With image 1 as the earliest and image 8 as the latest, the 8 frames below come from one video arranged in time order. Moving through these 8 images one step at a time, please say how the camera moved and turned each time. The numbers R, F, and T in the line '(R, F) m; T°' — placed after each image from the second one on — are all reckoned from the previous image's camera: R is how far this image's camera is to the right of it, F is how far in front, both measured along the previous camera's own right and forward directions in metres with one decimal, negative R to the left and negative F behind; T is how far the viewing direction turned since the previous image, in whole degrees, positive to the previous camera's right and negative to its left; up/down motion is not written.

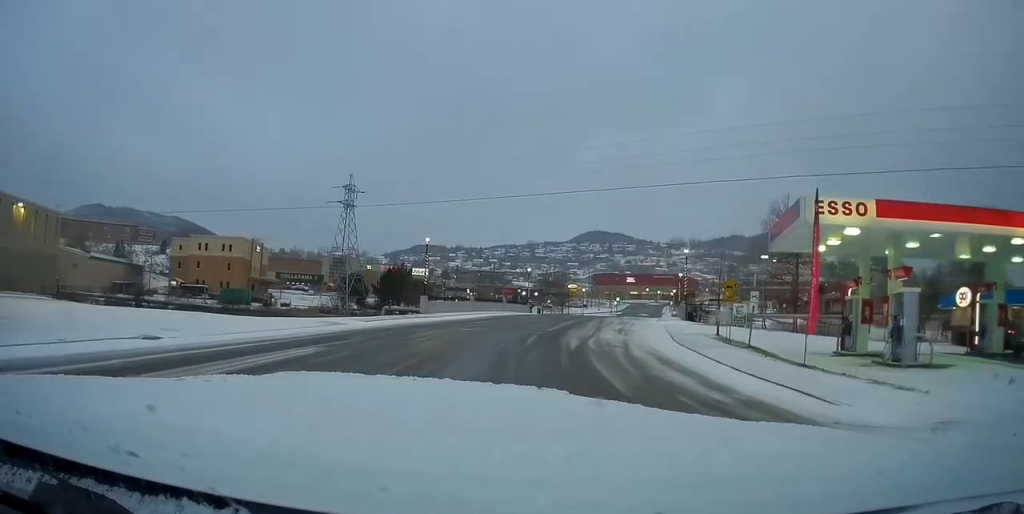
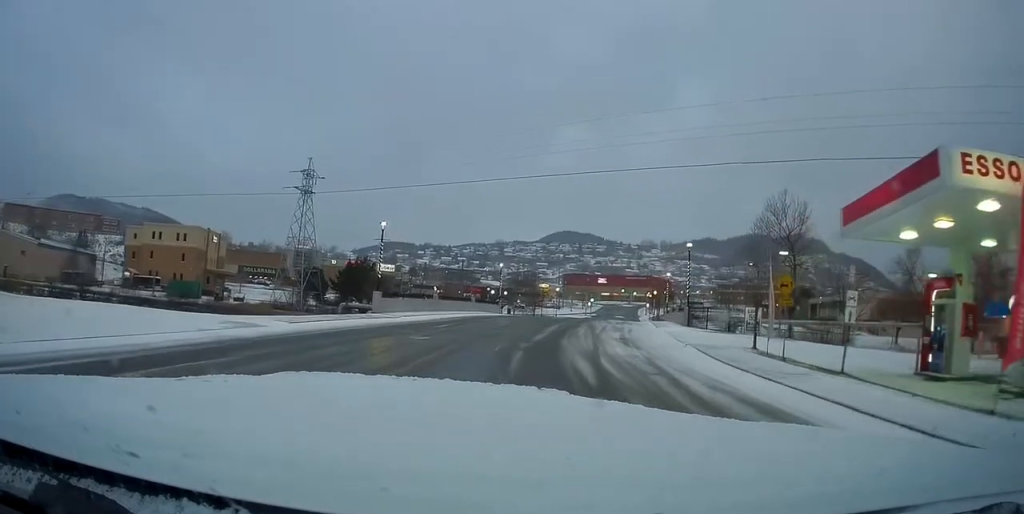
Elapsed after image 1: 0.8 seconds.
(+0.5, +7.2) m; +2°
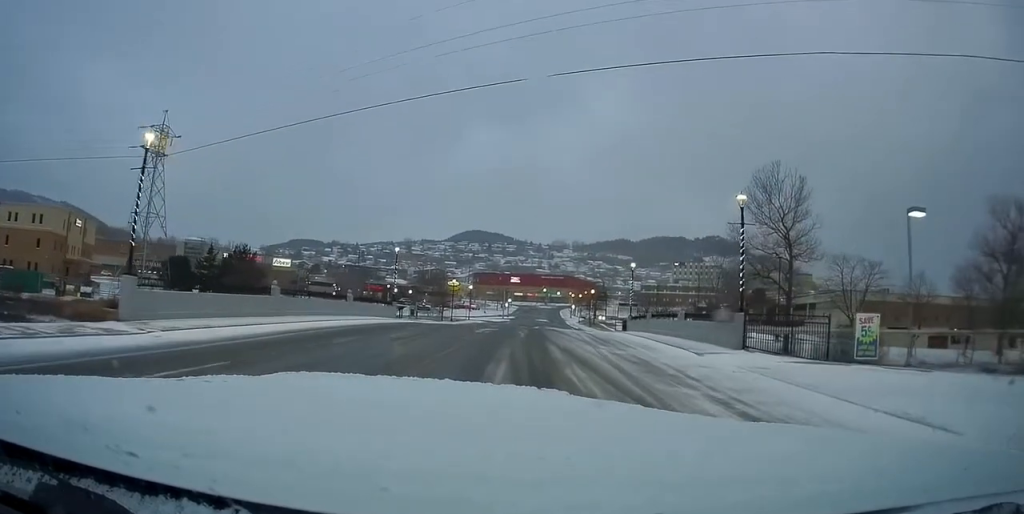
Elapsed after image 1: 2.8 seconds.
(+2.1, +21.8) m; +12°
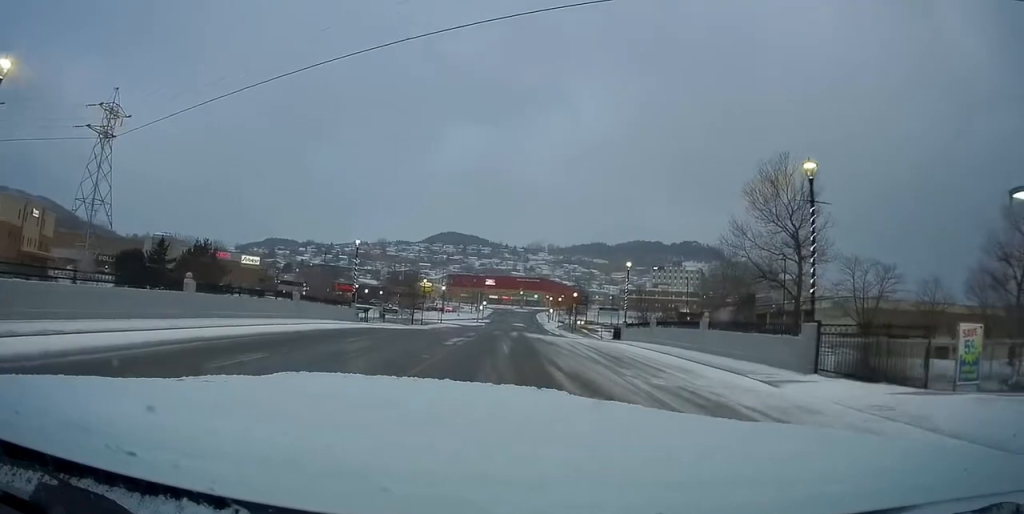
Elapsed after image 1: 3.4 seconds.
(+0.2, +6.8) m; +4°
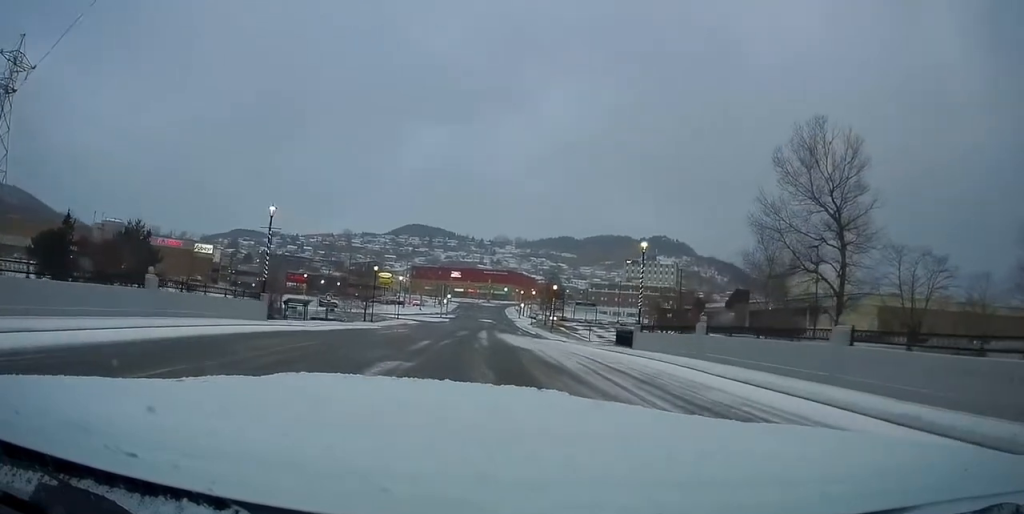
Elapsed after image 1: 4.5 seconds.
(+0.7, +11.9) m; +6°
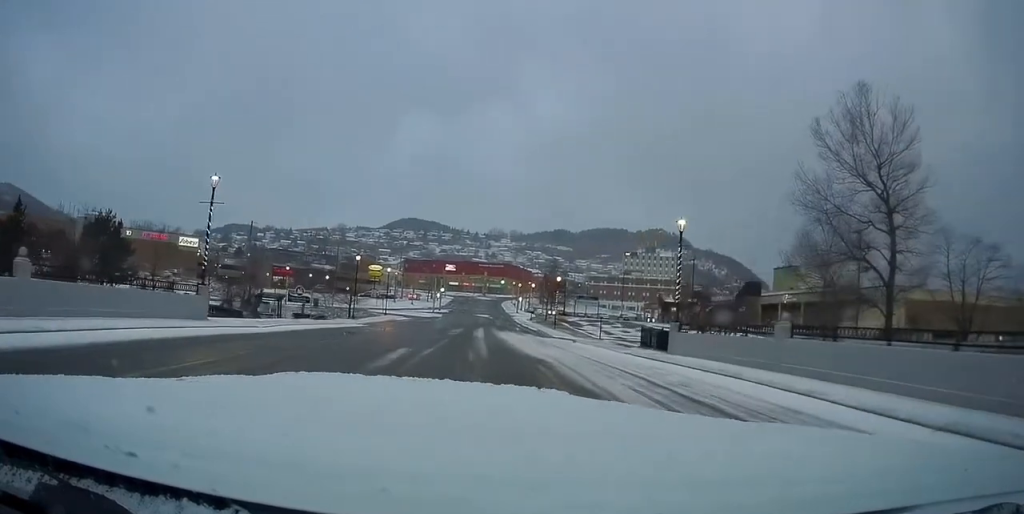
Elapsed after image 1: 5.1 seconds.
(+0.2, +6.9) m; +3°
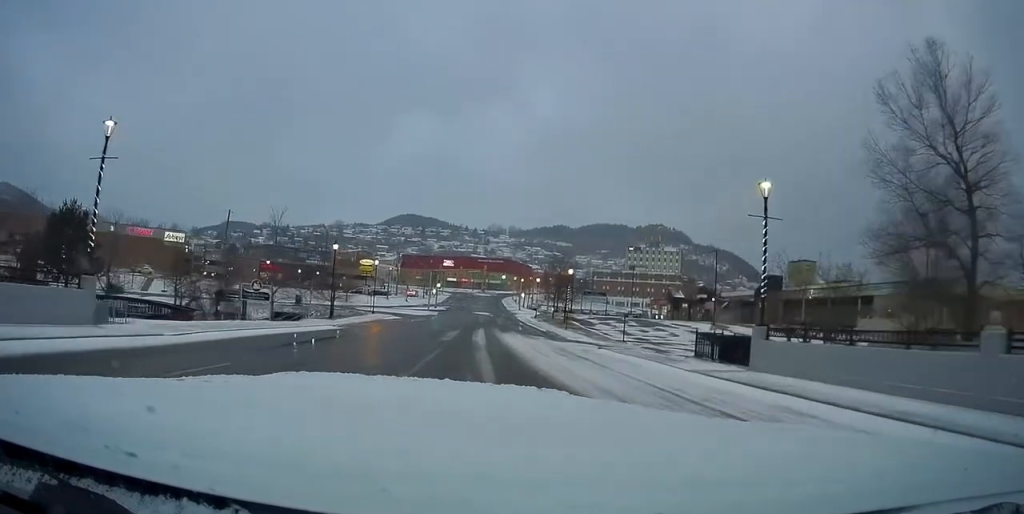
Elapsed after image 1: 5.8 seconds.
(+0.1, +9.2) m; +1°
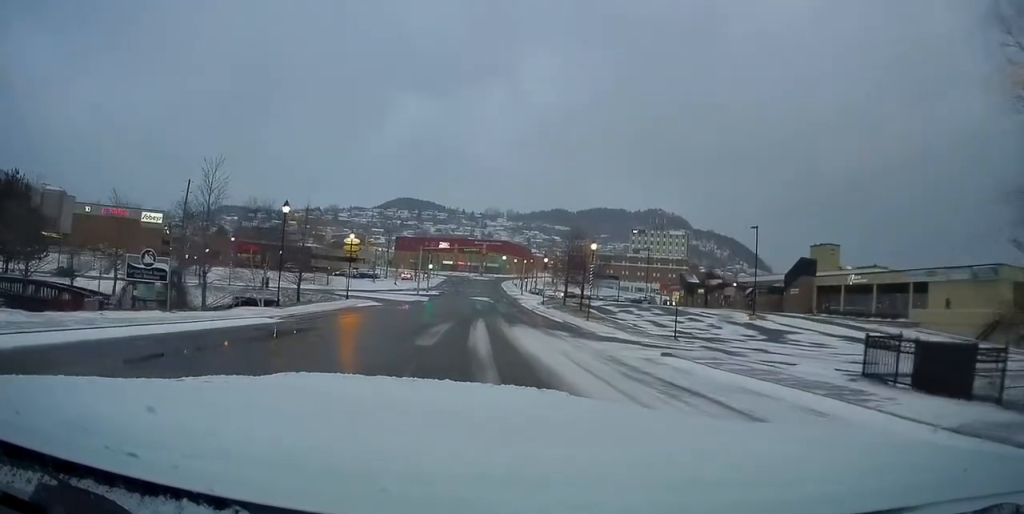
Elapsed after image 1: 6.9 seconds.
(+0.2, +13.5) m; +2°
